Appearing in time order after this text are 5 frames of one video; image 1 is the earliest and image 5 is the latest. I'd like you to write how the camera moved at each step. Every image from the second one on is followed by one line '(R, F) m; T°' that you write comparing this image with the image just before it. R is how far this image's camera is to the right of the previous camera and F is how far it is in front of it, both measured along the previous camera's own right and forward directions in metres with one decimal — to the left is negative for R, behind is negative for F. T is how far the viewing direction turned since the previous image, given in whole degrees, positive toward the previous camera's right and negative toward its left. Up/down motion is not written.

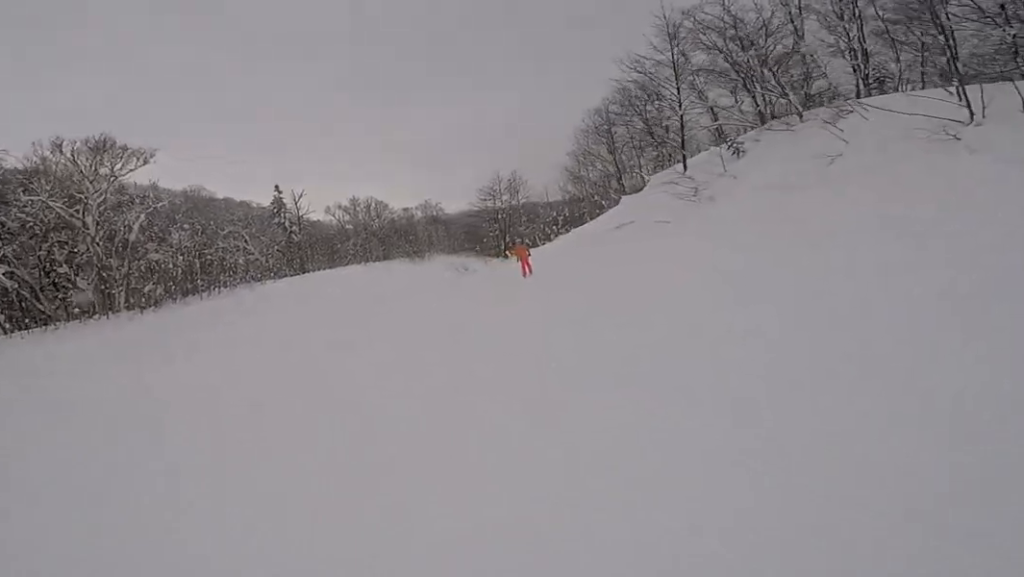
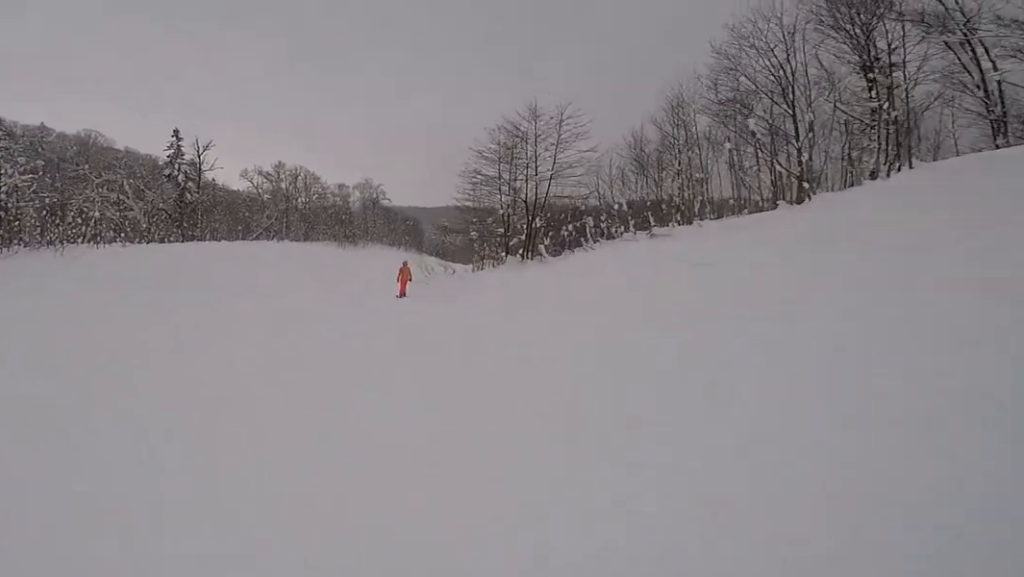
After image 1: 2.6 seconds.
(+2.7, +21.6) m; +11°
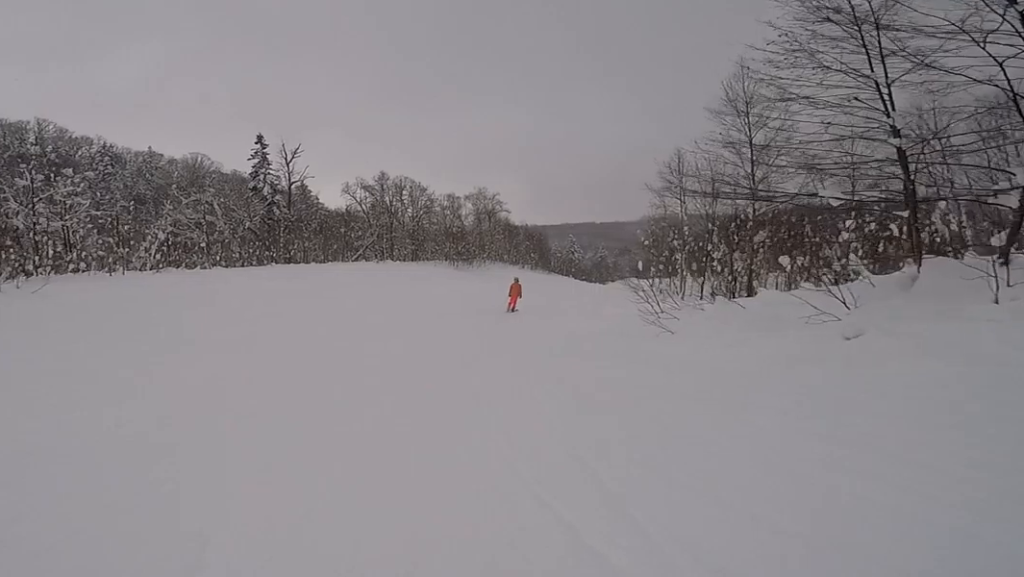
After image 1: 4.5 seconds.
(-0.1, +15.5) m; 0°
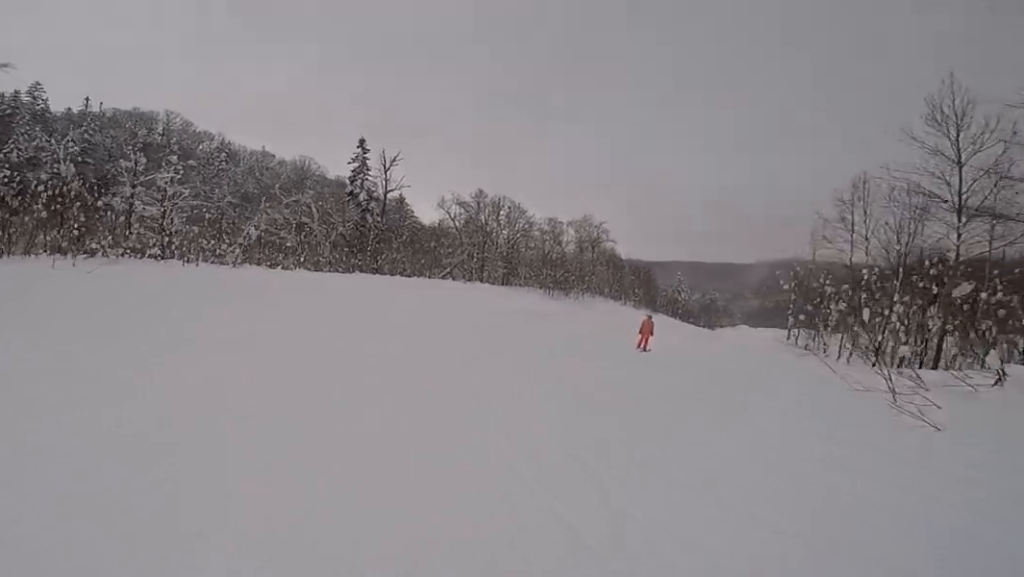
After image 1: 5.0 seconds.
(+0.1, +3.5) m; -3°
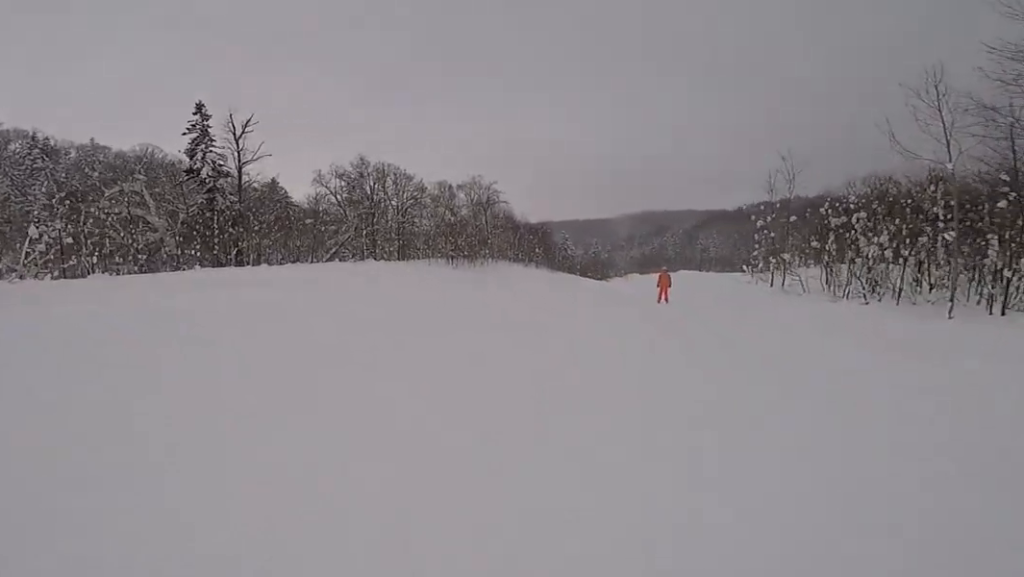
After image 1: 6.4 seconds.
(-1.9, +10.8) m; -3°
